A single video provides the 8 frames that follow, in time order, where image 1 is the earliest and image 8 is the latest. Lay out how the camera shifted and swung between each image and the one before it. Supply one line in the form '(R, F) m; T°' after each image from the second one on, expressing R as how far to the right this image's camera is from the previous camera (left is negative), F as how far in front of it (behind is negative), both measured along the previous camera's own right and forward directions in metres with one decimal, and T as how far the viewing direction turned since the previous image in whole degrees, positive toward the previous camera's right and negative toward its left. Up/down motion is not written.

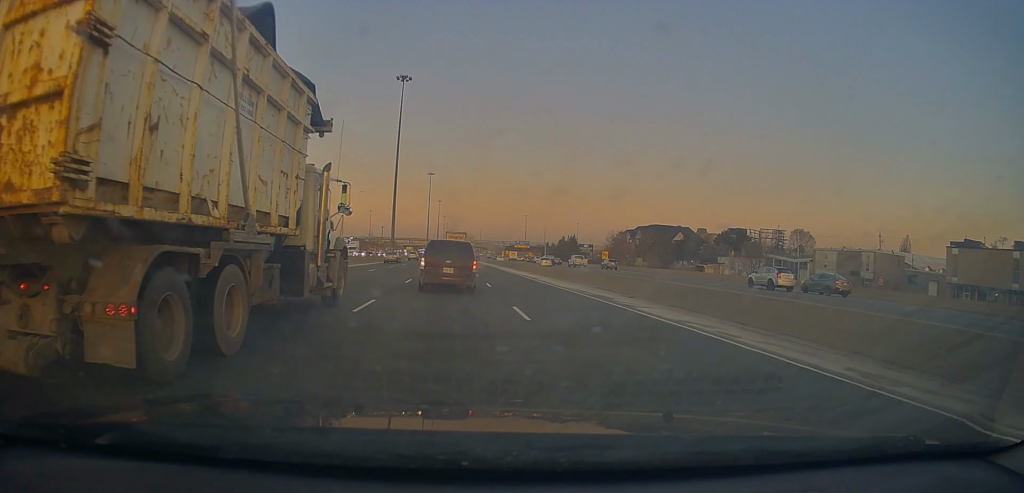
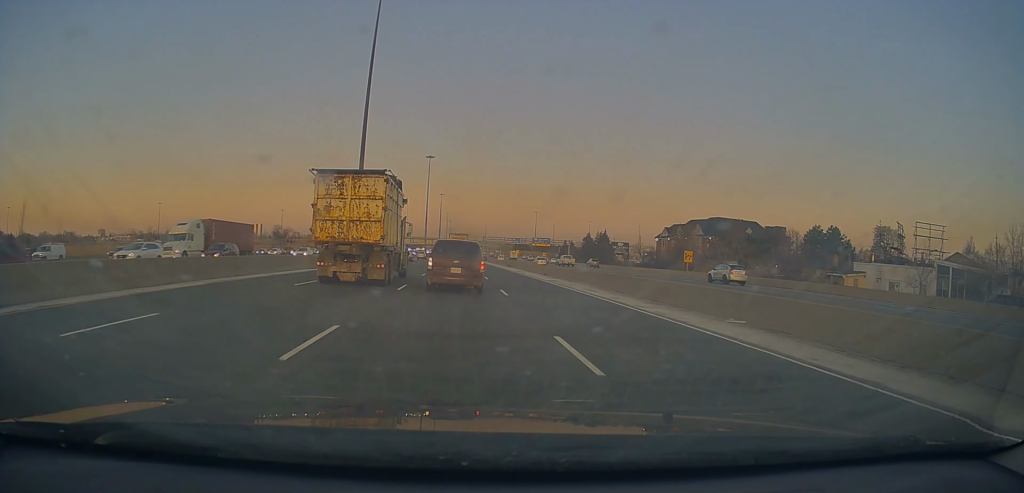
(+0.4, +40.8) m; -1°
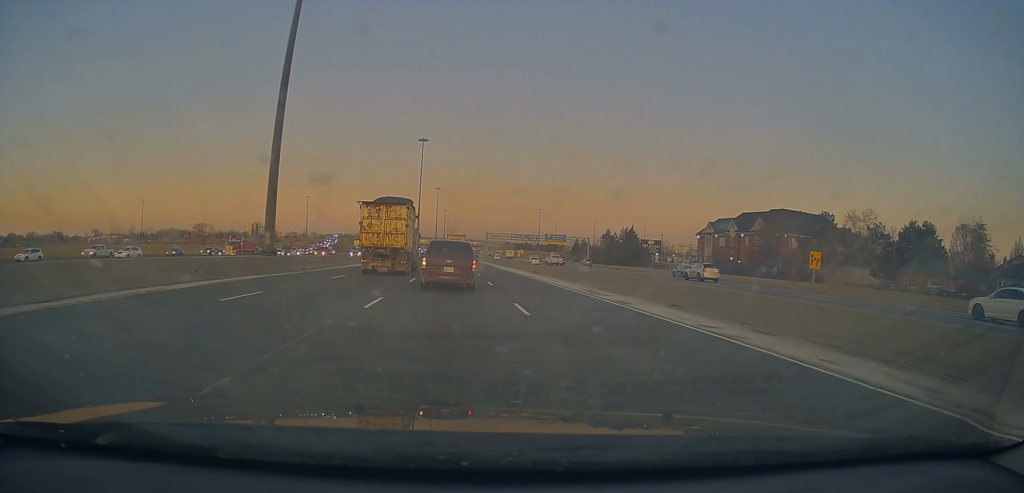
(-0.1, +30.3) m; 0°
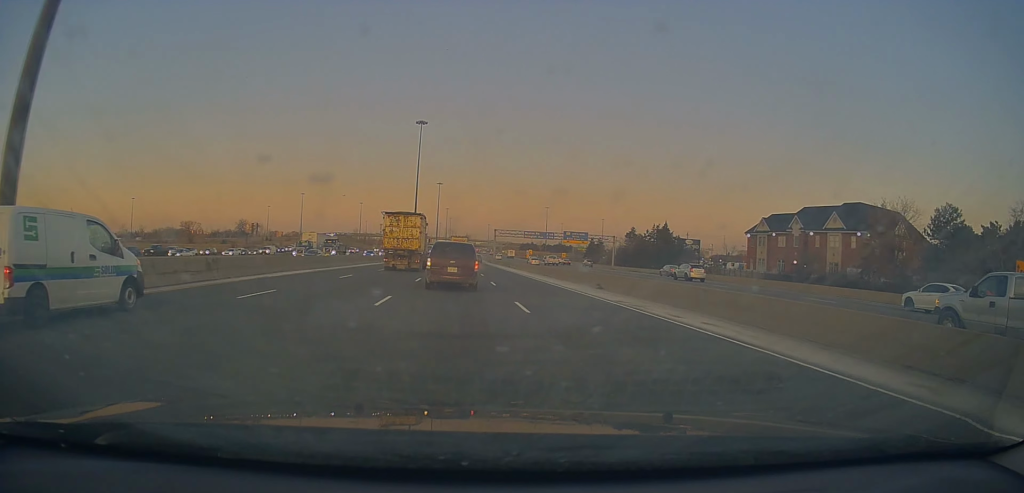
(0.0, +23.6) m; 0°
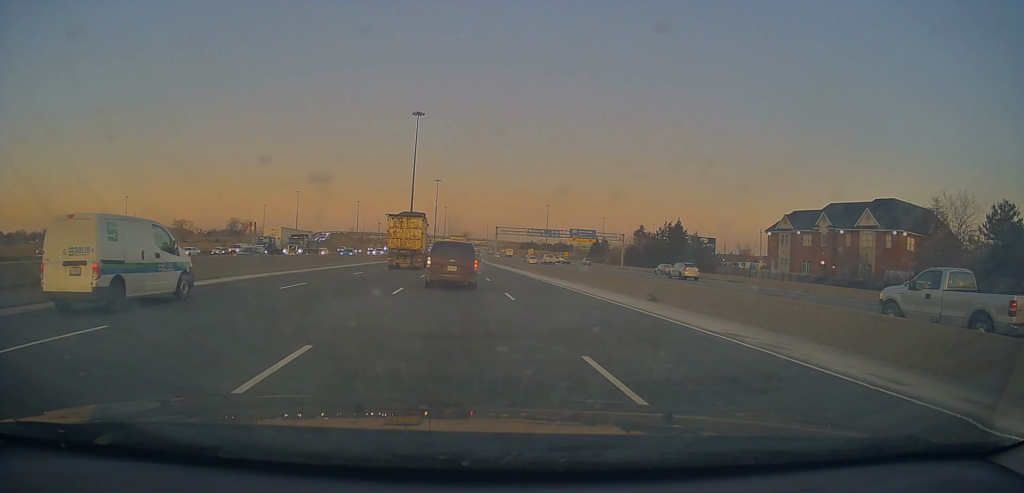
(0.0, +8.6) m; 0°
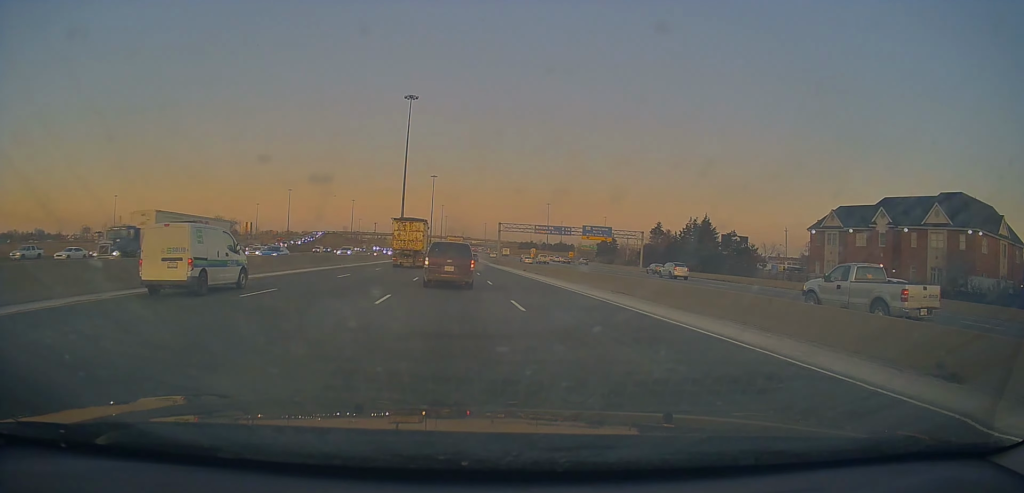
(0.0, +15.2) m; 0°
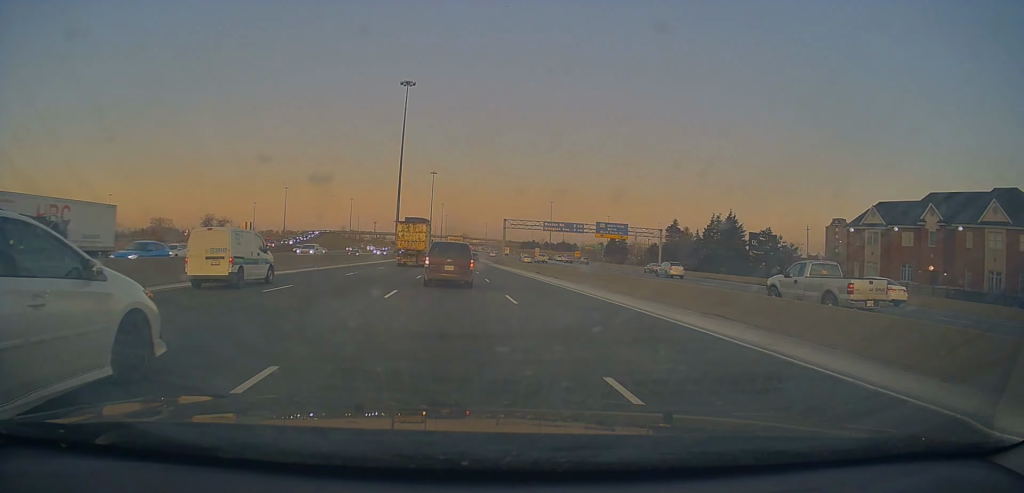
(0.0, +10.2) m; 0°
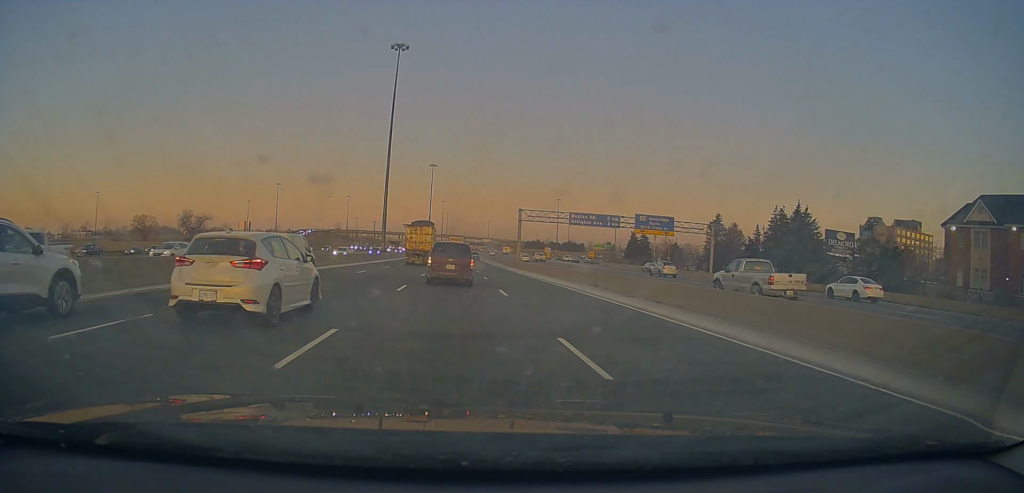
(0.0, +21.3) m; 0°
